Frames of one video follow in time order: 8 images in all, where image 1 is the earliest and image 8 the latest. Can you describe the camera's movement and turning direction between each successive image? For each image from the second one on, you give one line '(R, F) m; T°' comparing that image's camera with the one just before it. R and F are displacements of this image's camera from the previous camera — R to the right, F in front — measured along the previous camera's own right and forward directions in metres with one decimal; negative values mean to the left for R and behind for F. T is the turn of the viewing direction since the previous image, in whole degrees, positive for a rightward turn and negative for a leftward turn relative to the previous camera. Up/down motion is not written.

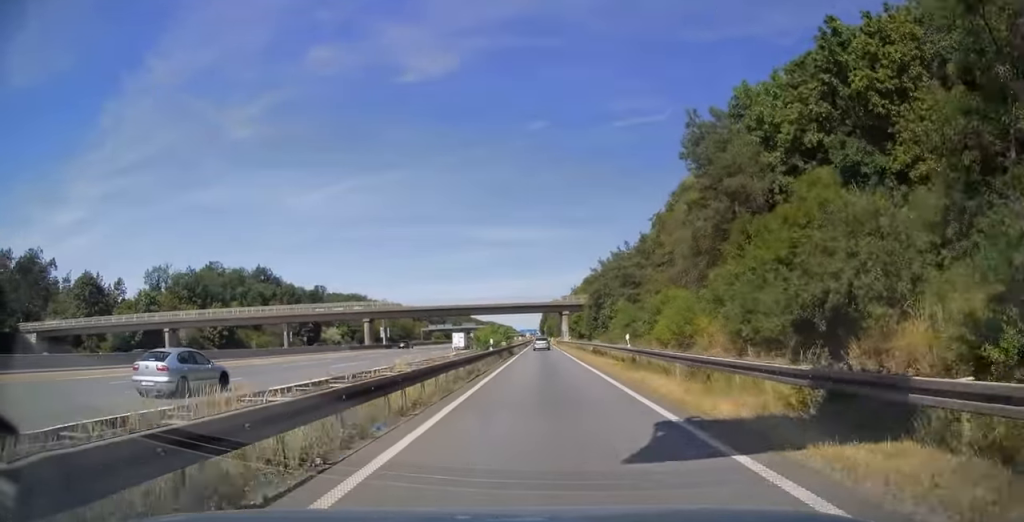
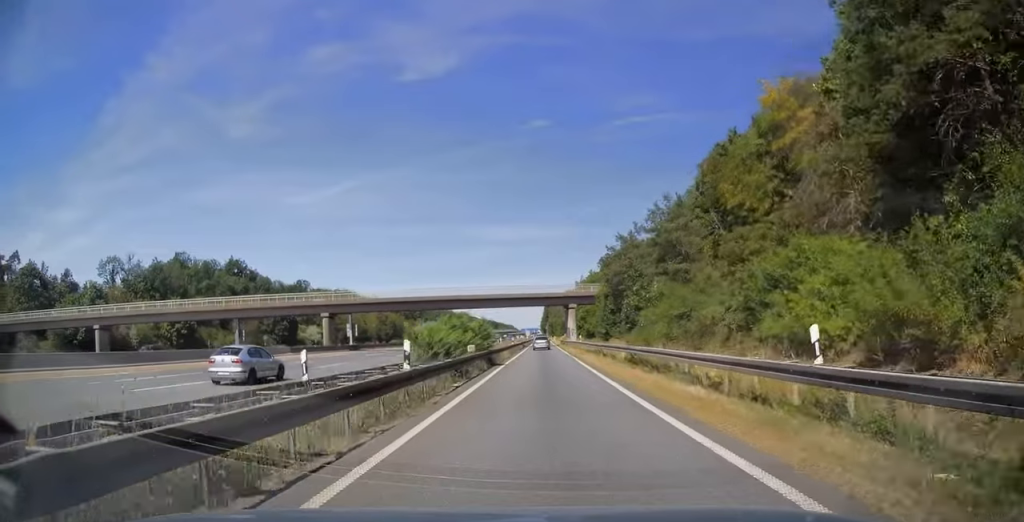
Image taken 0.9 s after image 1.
(-0.1, +19.6) m; 0°
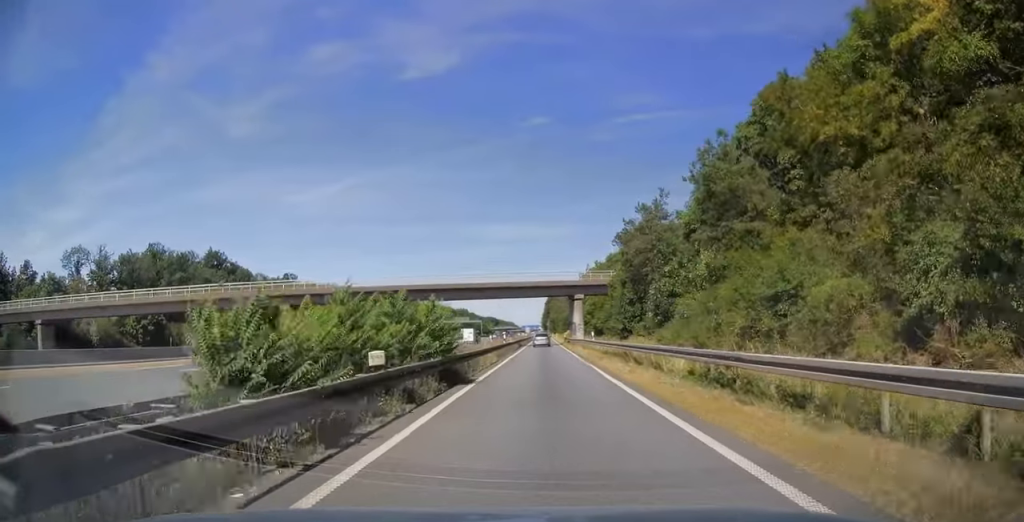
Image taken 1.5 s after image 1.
(-0.1, +13.1) m; 0°
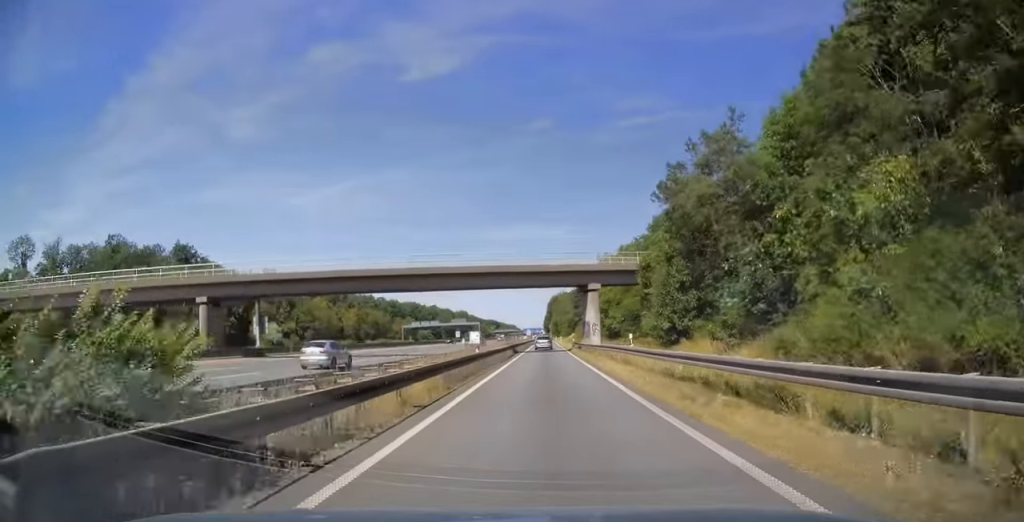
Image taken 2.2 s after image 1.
(0.0, +17.8) m; 0°
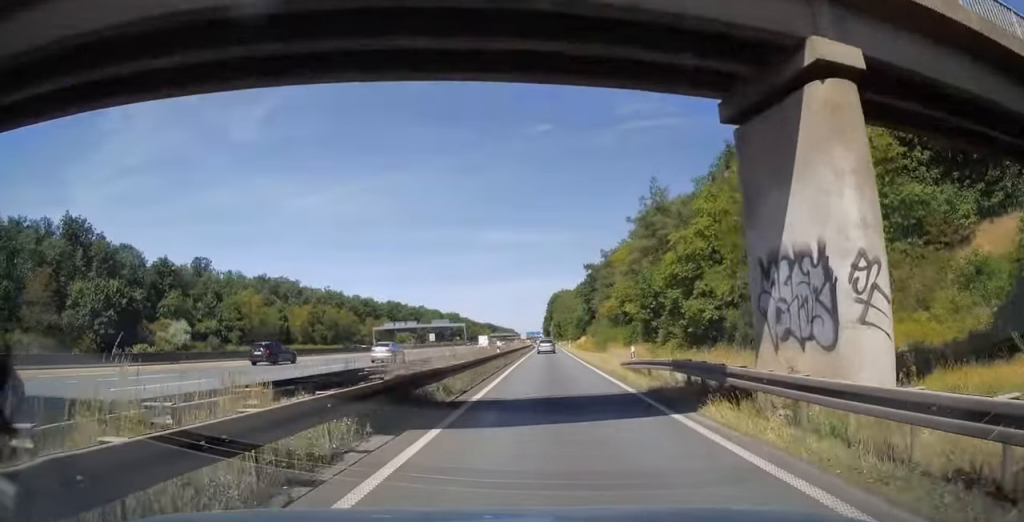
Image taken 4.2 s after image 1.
(-0.2, +42.7) m; 0°
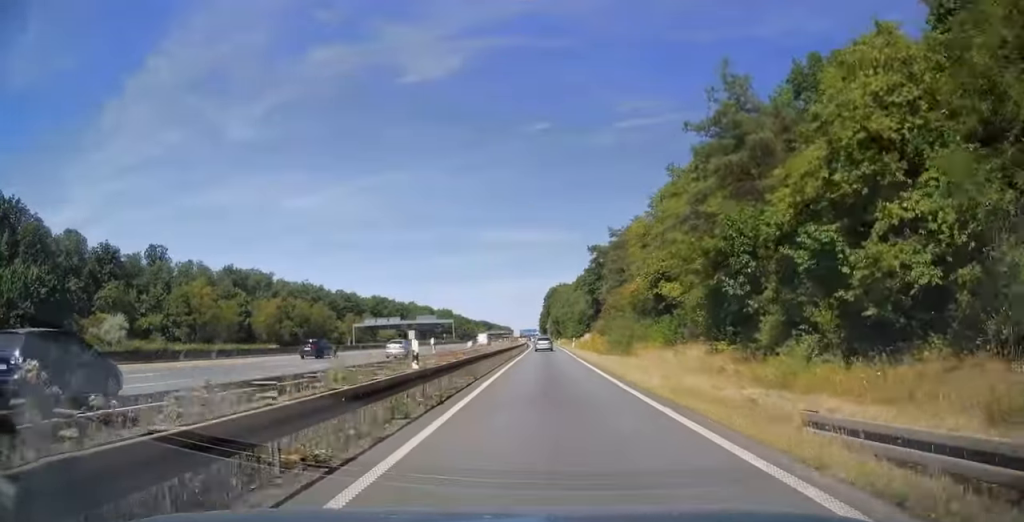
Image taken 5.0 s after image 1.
(+0.1, +19.3) m; +1°
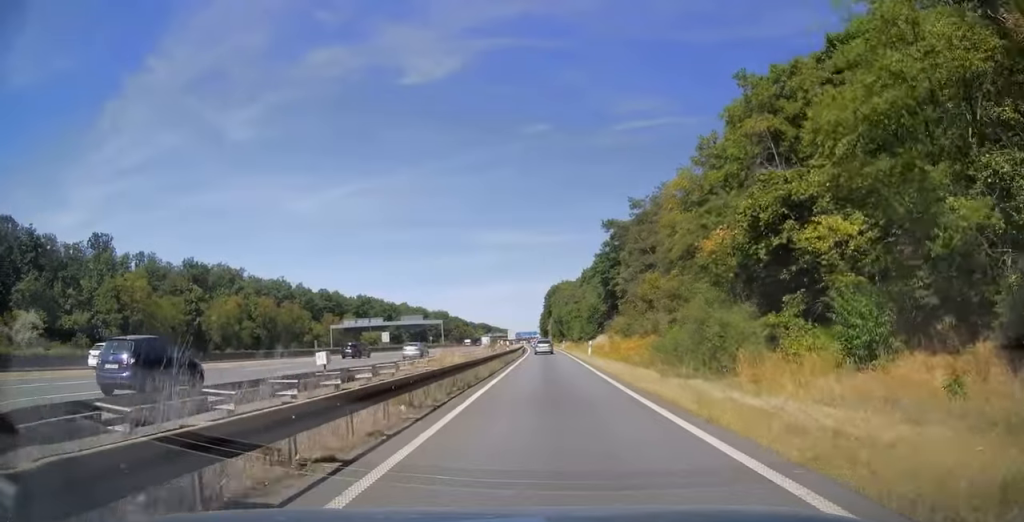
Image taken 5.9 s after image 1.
(+0.2, +21.5) m; +1°
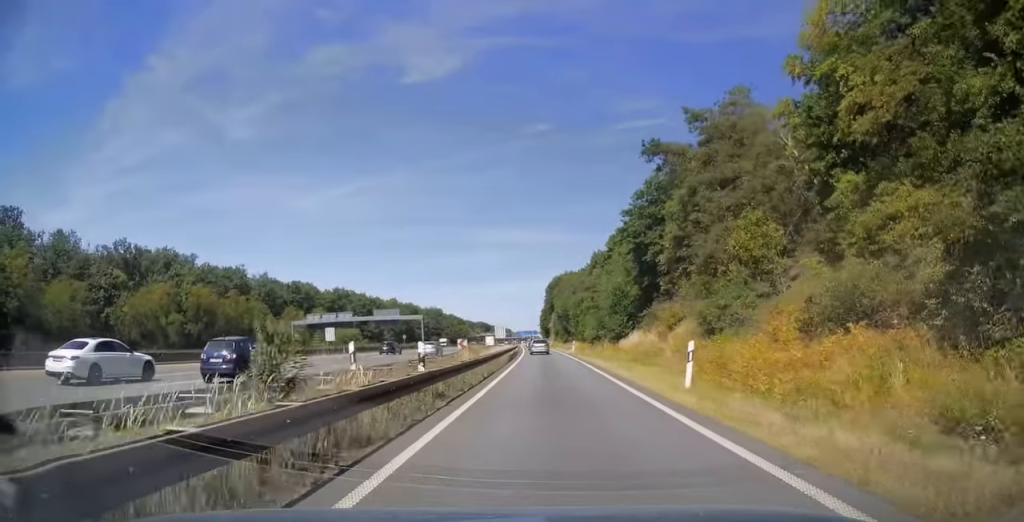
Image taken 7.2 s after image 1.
(0.0, +28.5) m; 0°
